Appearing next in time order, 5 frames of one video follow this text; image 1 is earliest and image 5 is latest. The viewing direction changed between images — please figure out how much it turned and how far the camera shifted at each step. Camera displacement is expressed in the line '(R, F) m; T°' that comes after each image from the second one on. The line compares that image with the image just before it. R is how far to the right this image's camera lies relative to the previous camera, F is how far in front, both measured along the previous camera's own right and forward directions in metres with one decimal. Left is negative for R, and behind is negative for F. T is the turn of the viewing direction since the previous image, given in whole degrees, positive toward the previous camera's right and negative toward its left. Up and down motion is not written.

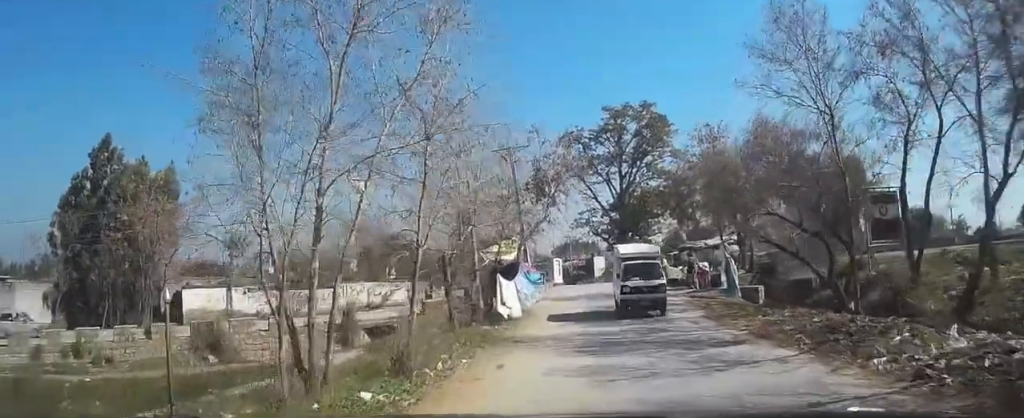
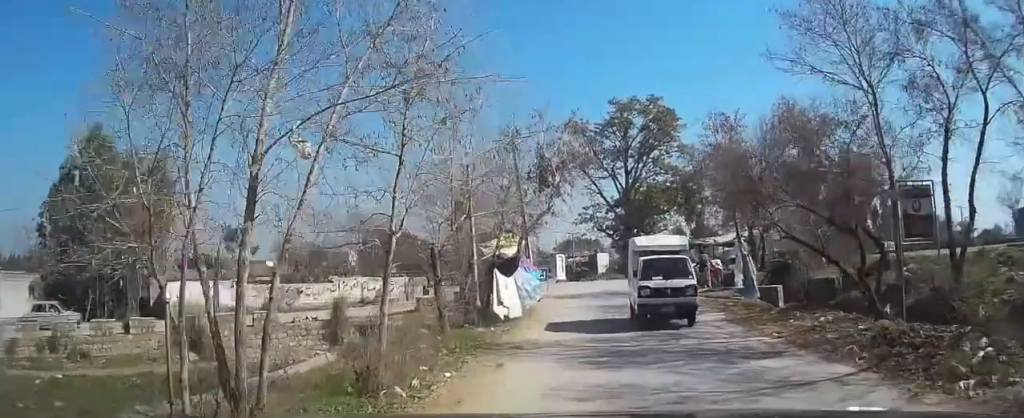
(-0.1, +1.7) m; +1°
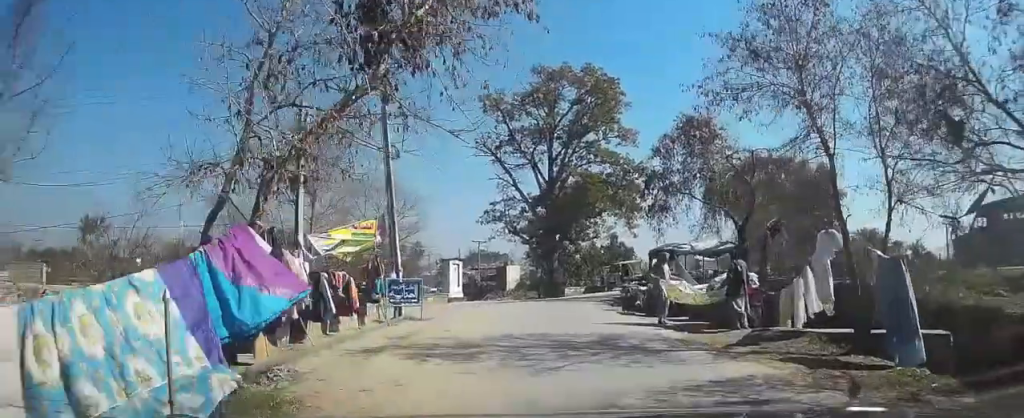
(+0.4, +13.0) m; +2°
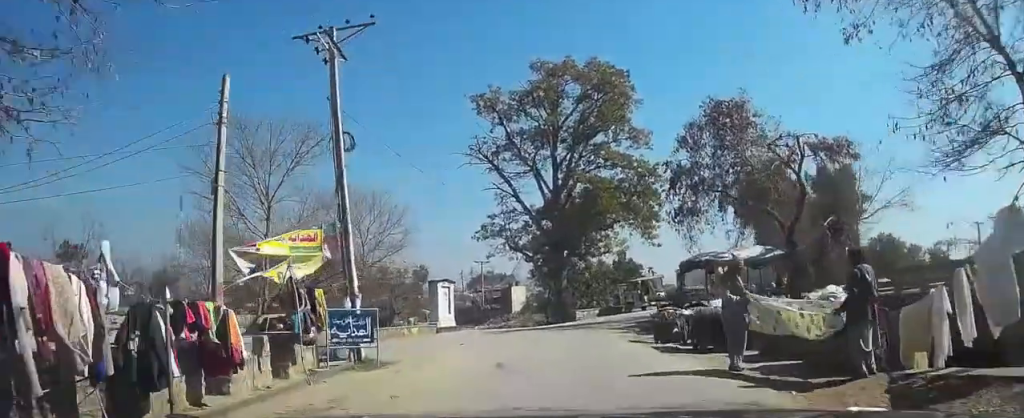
(+0.1, +5.0) m; +2°
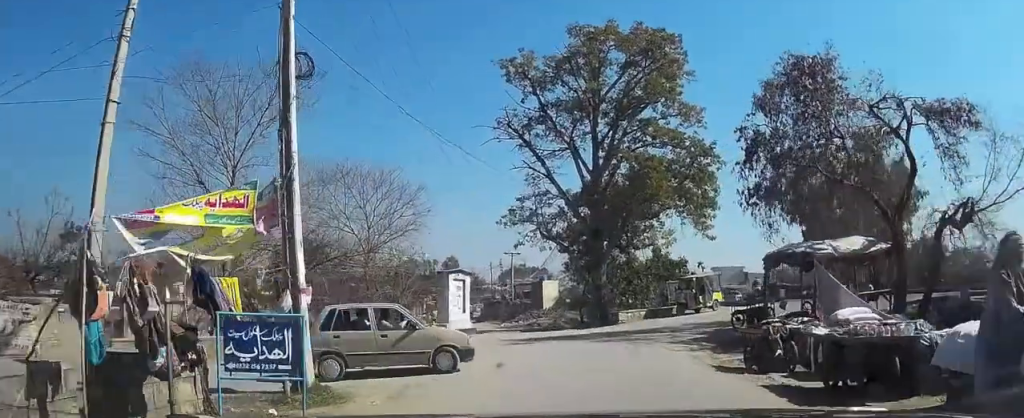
(0.0, +5.3) m; -2°
